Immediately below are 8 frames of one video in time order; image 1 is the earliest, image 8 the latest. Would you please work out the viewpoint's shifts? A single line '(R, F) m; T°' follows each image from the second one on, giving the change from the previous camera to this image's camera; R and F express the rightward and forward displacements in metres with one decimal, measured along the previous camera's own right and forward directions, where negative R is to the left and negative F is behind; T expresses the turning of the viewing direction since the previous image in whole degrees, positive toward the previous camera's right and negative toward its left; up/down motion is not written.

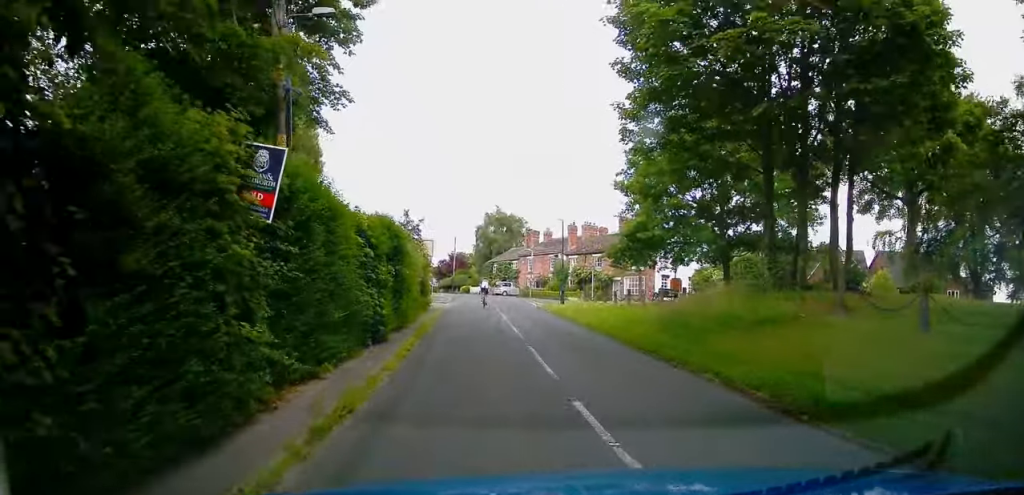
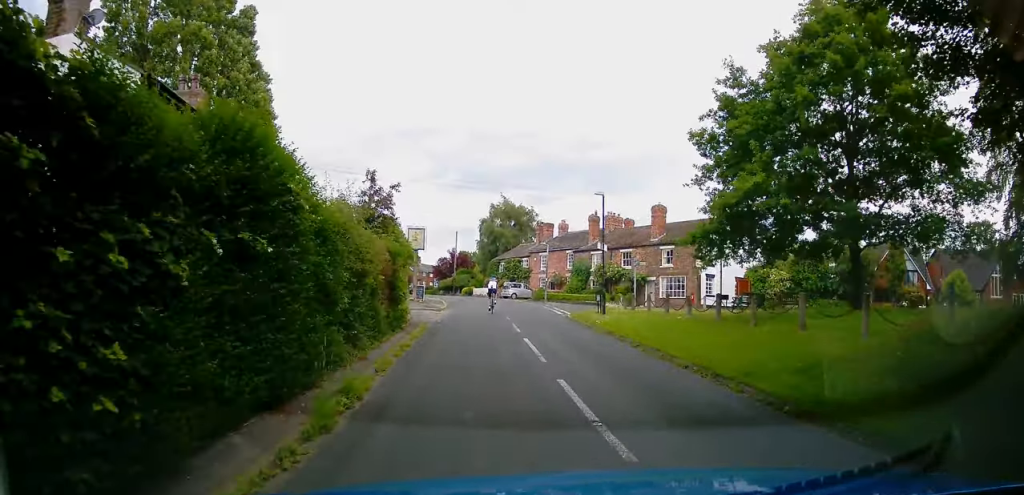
(+0.2, +10.4) m; +1°
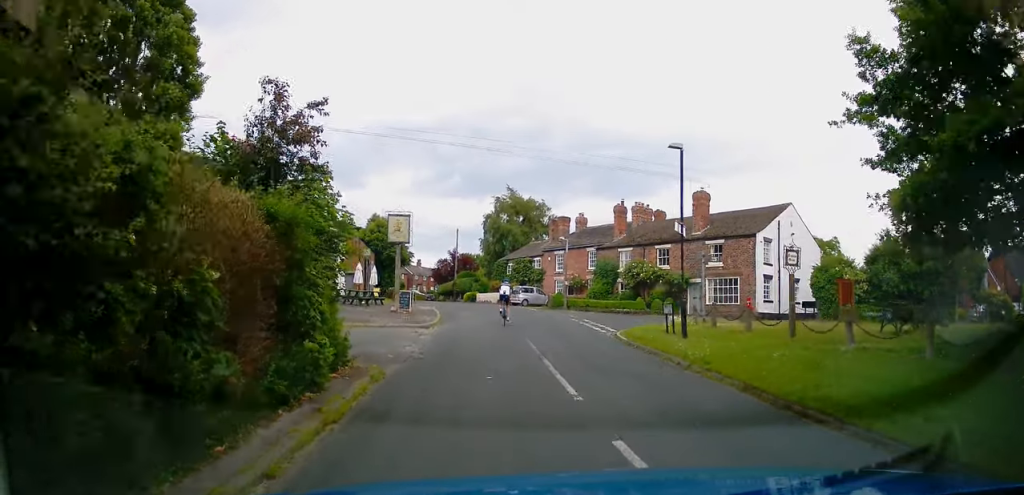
(-0.1, +9.7) m; +1°
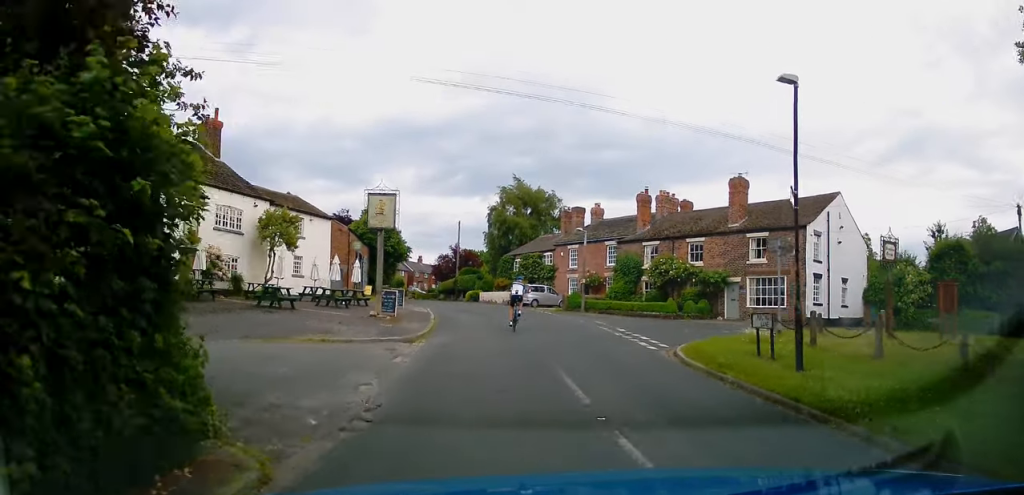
(+0.1, +6.0) m; +1°
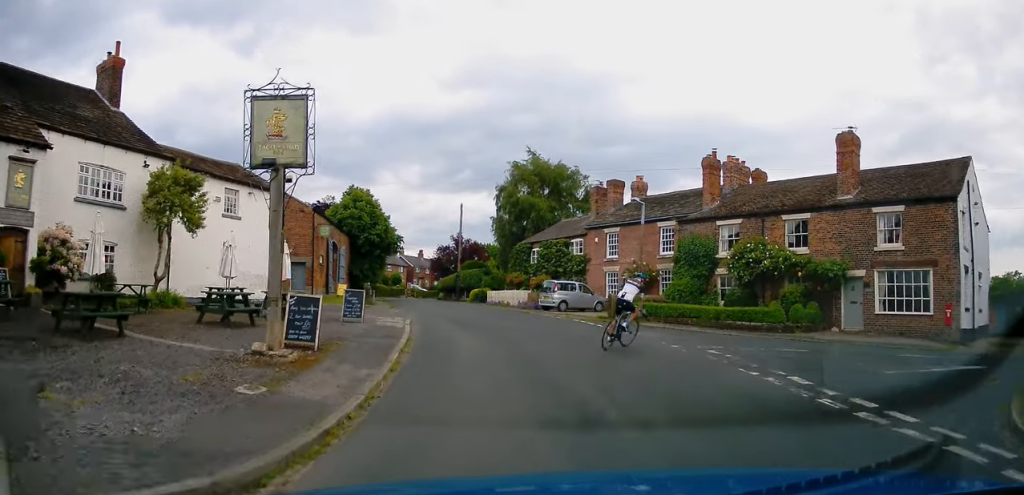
(-0.3, +11.6) m; -4°
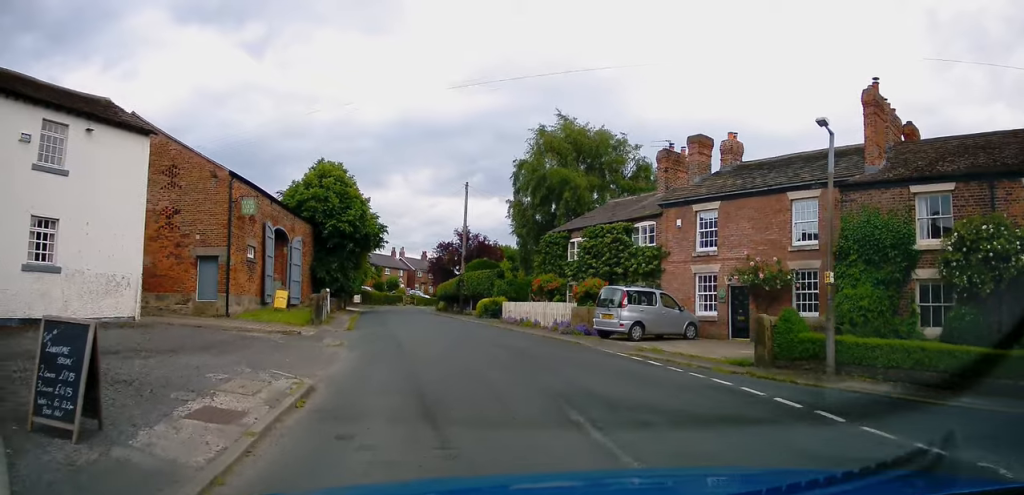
(0.0, +13.6) m; +1°
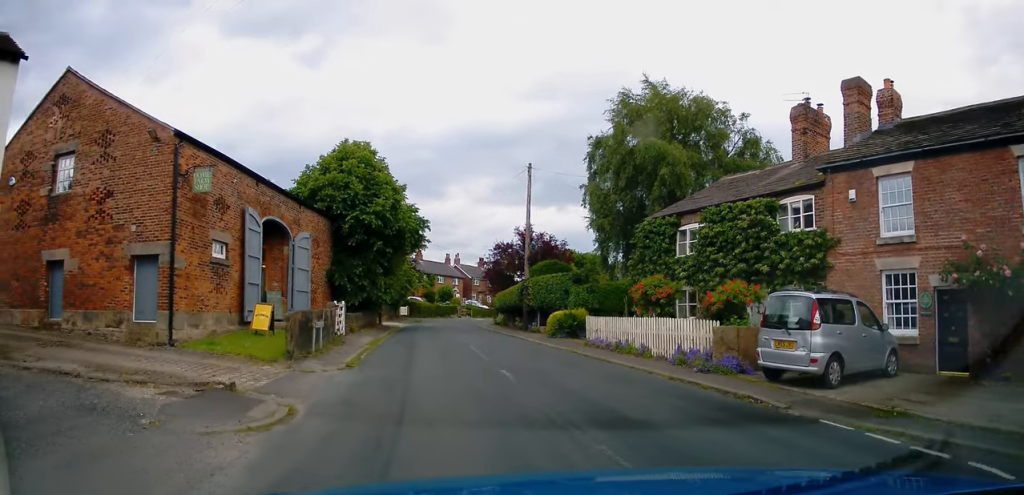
(-0.2, +8.2) m; -6°
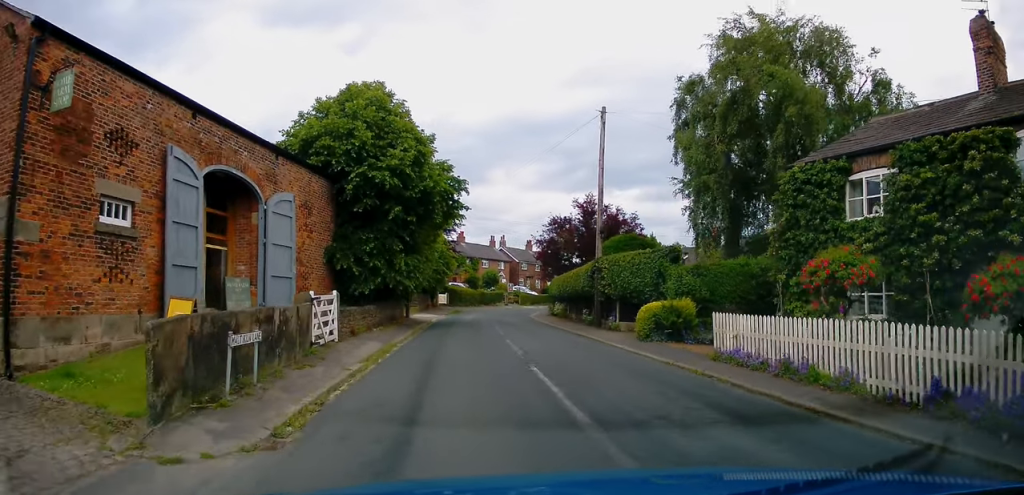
(-0.6, +7.7) m; -8°
